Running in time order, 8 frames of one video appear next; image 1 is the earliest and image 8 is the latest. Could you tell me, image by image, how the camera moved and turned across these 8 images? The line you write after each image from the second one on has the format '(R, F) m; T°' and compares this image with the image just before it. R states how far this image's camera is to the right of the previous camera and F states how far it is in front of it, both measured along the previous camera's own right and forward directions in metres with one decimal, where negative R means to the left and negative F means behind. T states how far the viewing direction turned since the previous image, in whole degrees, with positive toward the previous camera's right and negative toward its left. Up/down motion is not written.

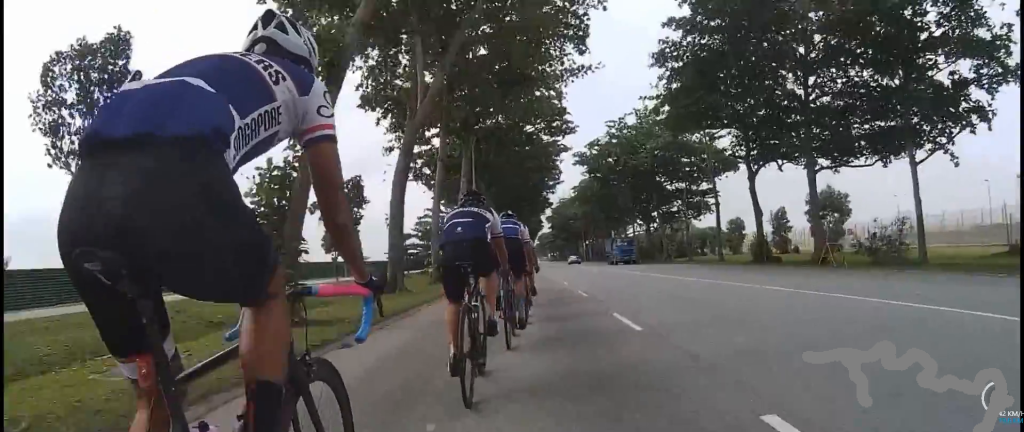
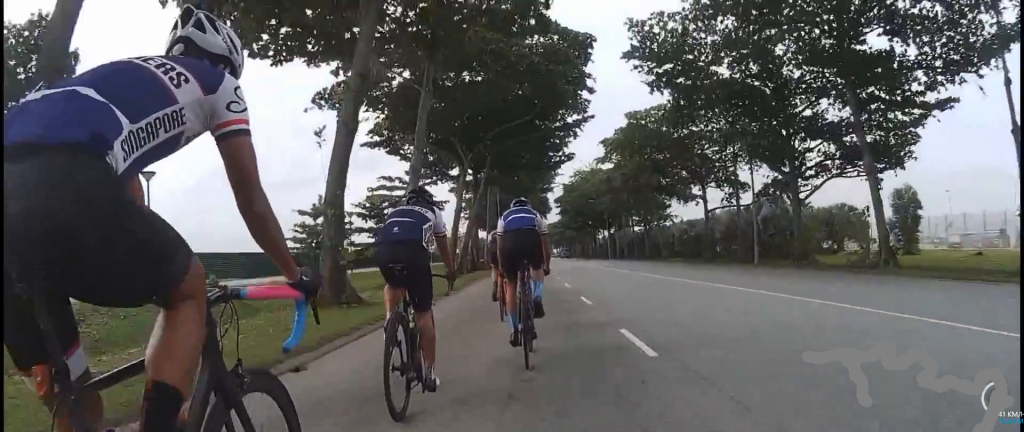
(-1.7, +36.2) m; -5°
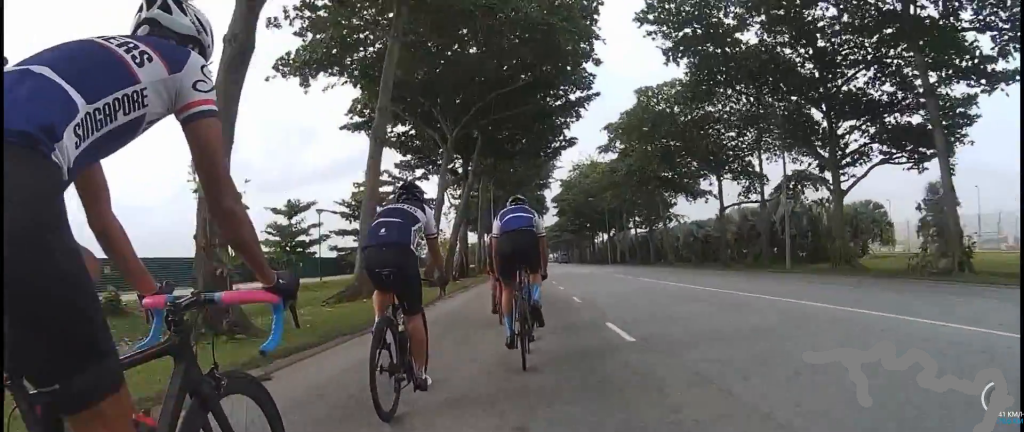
(0.0, +4.5) m; 0°
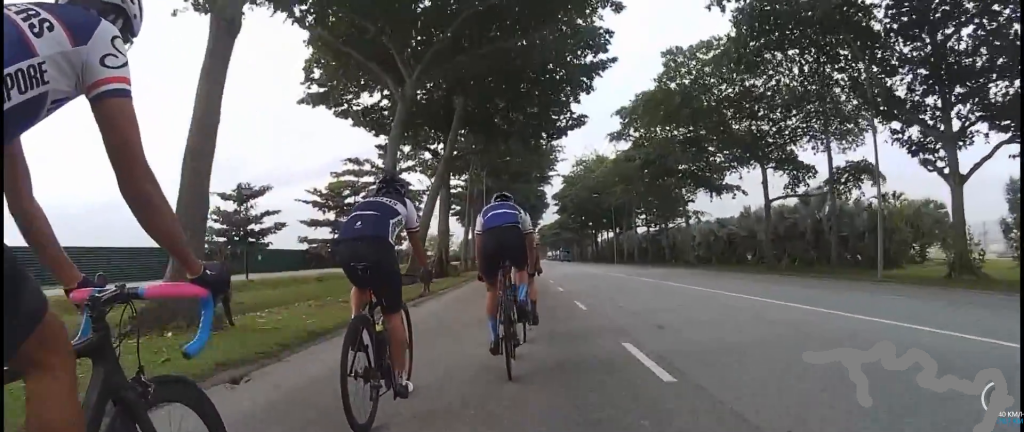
(-0.1, +7.9) m; +3°
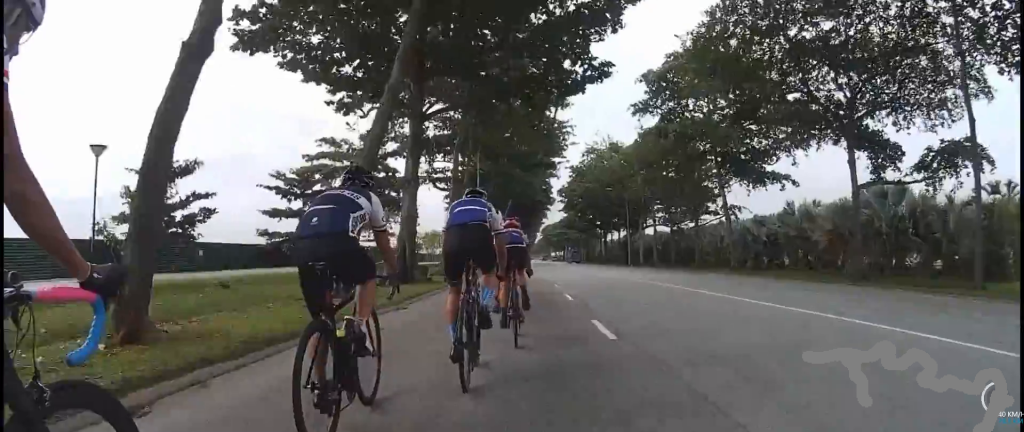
(+0.5, +9.3) m; 0°
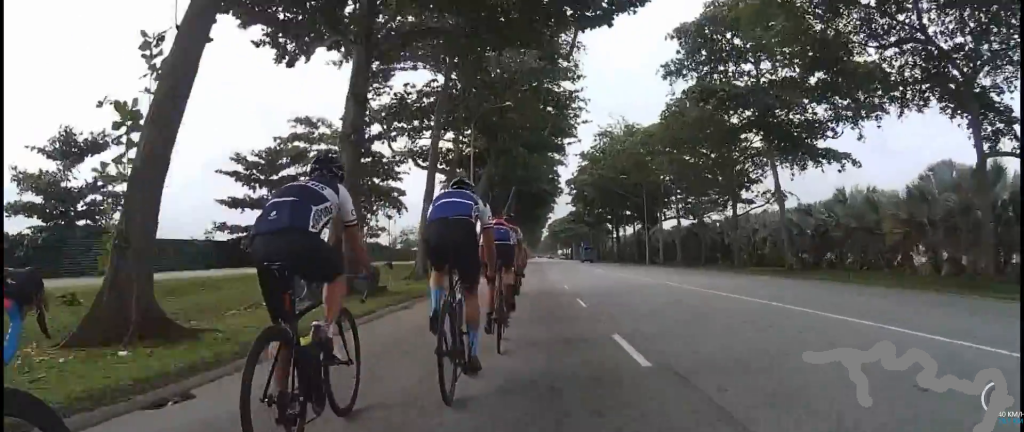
(-0.1, +7.7) m; 0°
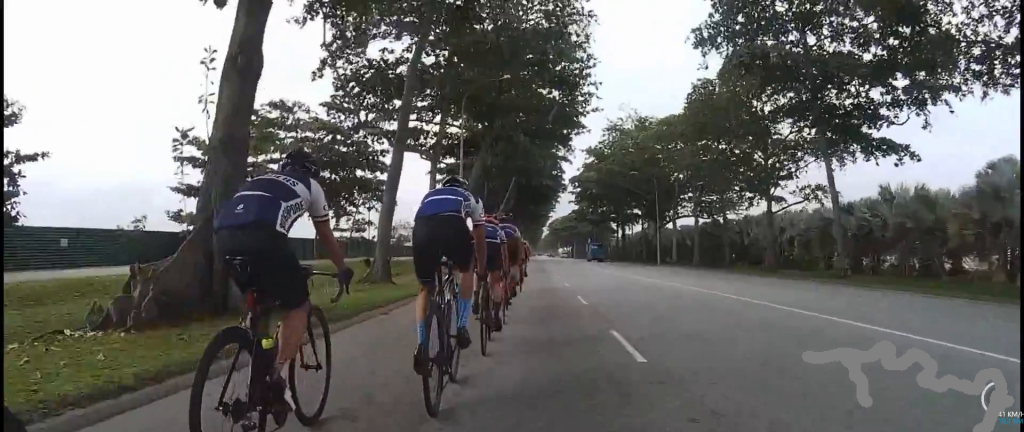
(-0.3, +5.8) m; 0°
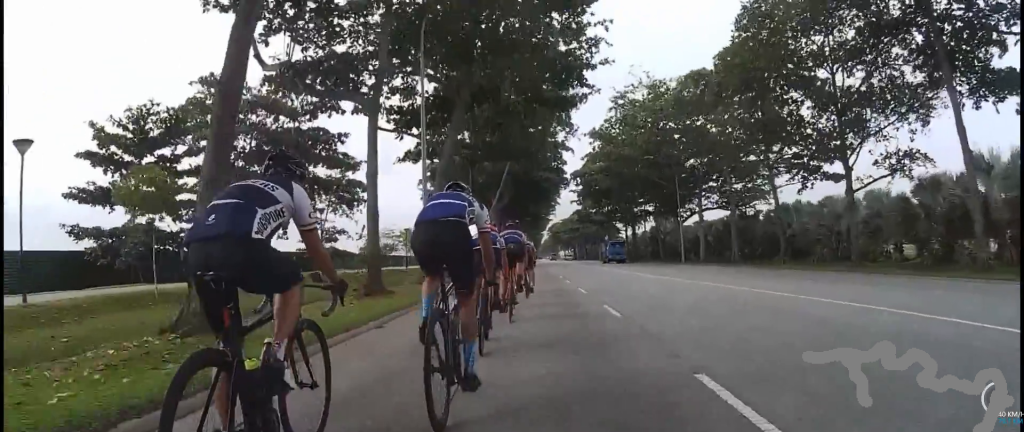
(+0.4, +9.4) m; 0°
